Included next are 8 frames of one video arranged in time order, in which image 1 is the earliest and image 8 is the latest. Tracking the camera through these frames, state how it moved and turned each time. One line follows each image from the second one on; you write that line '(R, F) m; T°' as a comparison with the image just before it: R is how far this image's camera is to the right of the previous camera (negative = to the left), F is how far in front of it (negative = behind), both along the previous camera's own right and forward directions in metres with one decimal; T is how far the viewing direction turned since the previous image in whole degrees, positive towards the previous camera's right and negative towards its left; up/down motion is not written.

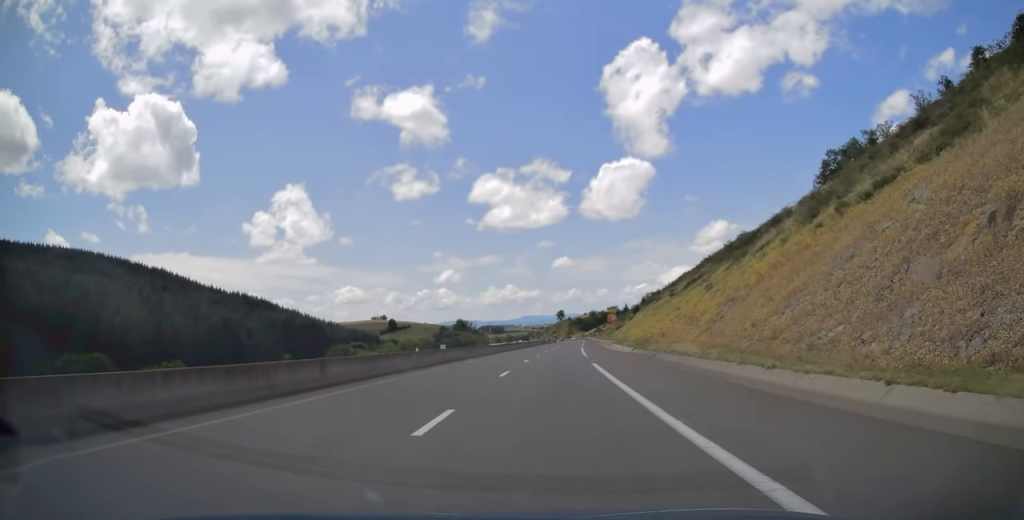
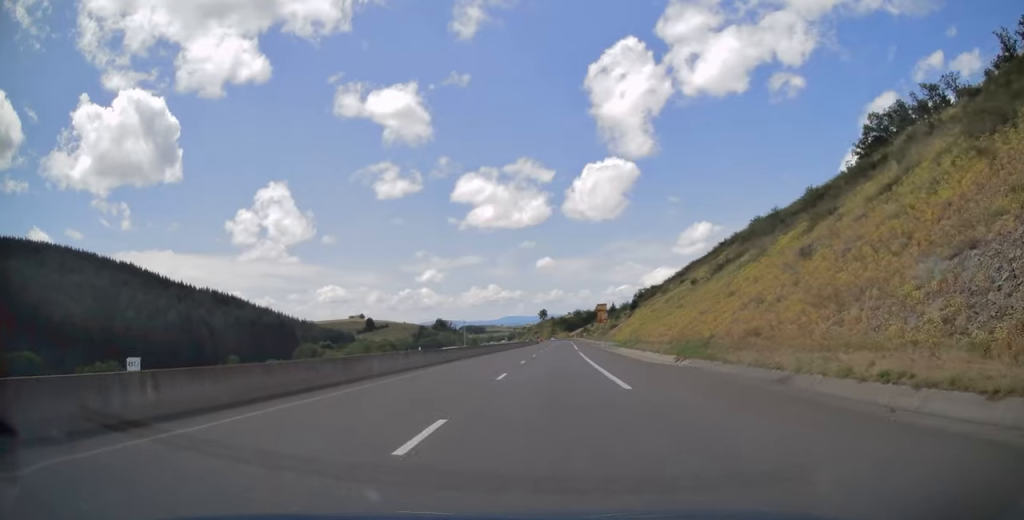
(+0.3, +27.2) m; +2°
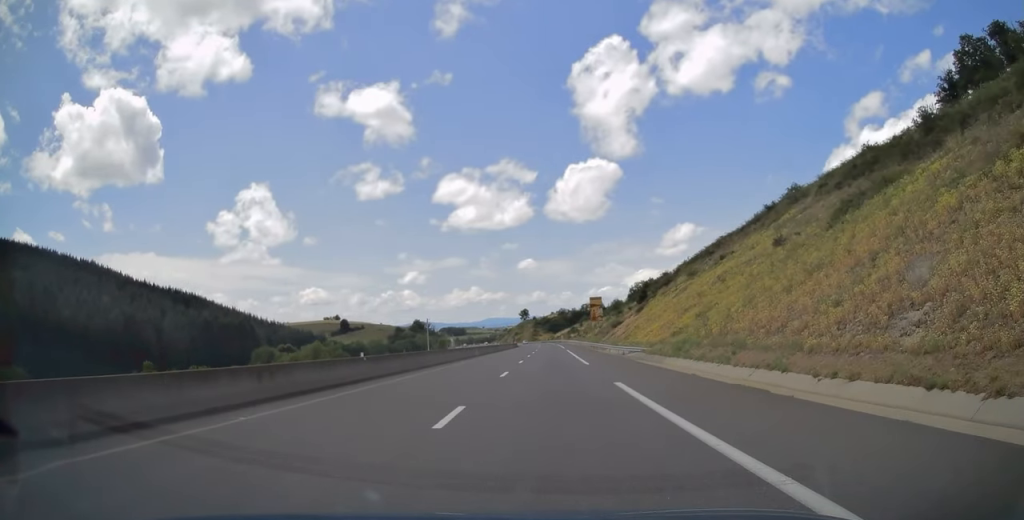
(+0.7, +36.5) m; +2°
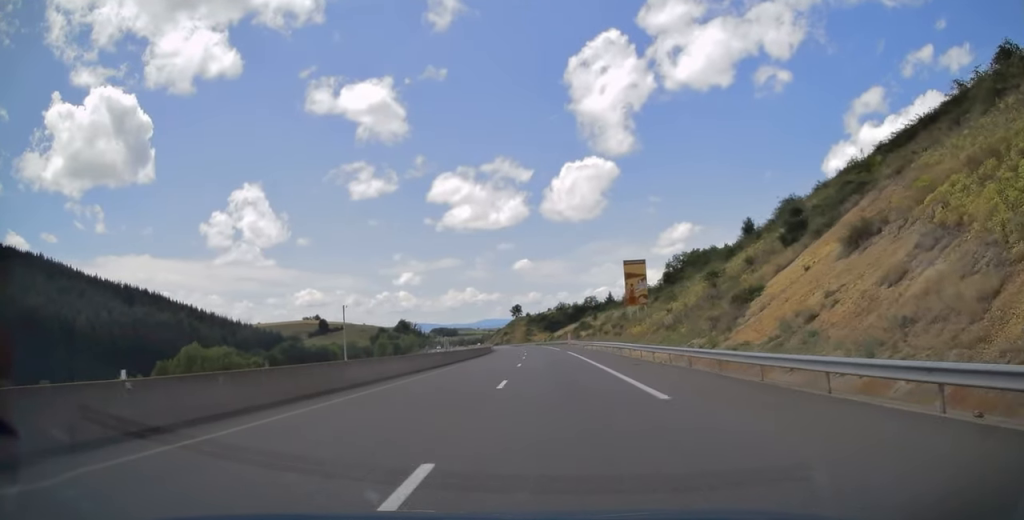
(+1.4, +70.4) m; +1°
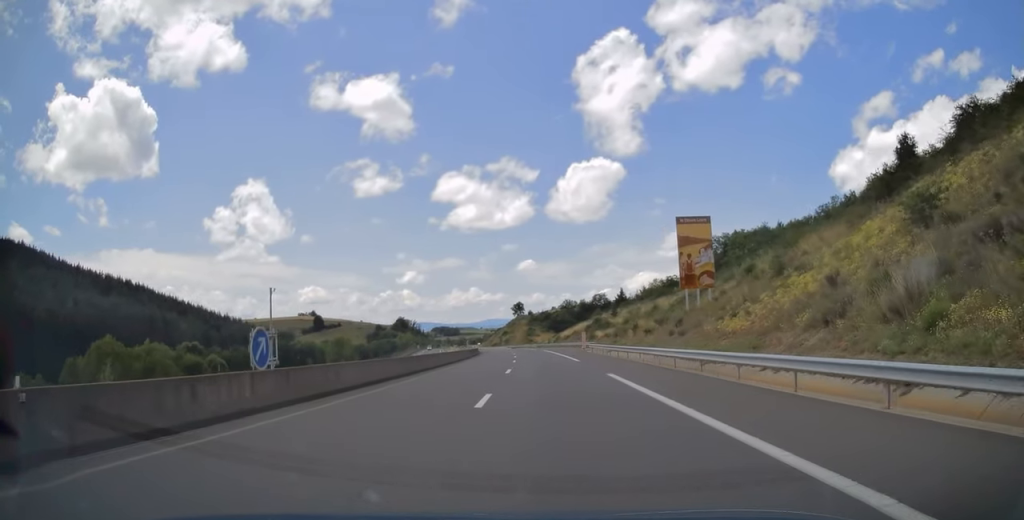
(0.0, +30.3) m; 0°
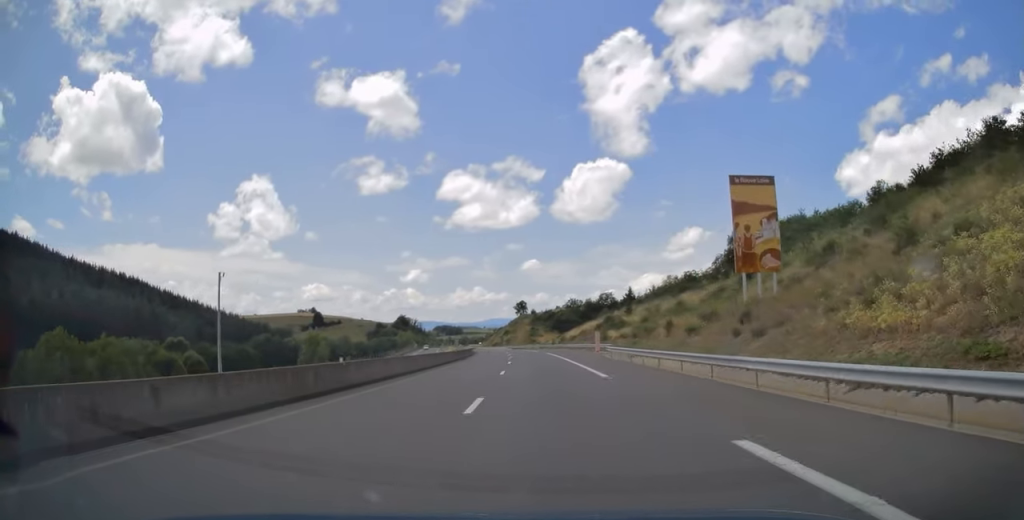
(+0.2, +13.9) m; 0°
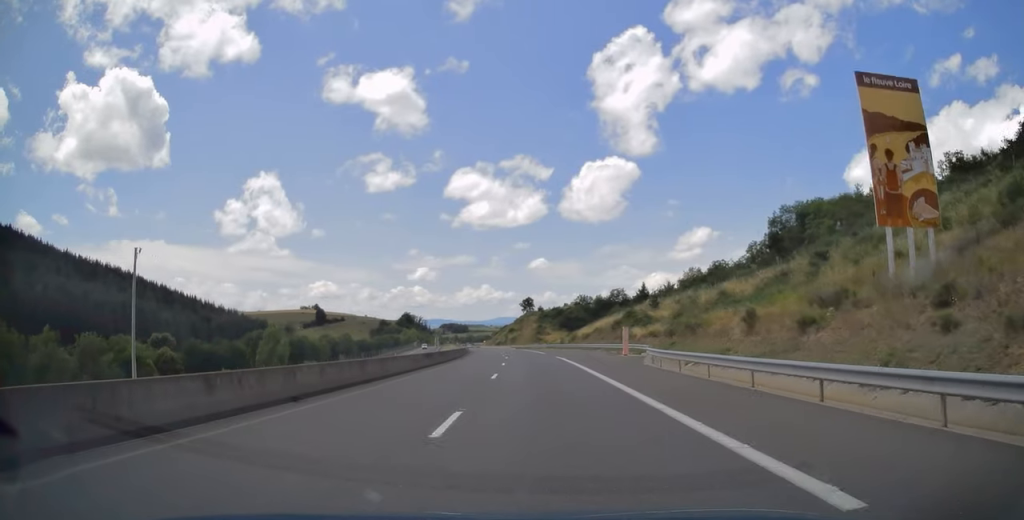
(-0.2, +15.9) m; 0°
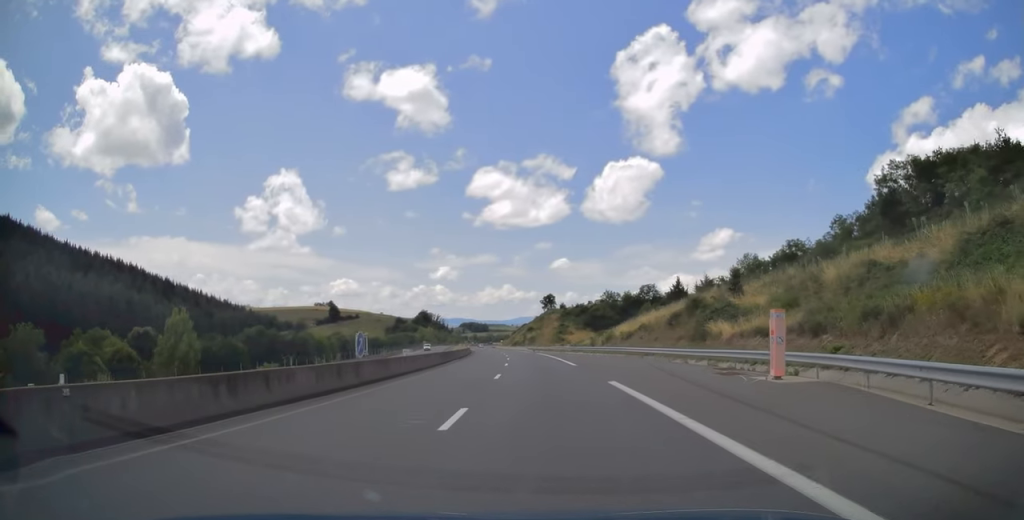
(-0.2, +25.2) m; -1°
